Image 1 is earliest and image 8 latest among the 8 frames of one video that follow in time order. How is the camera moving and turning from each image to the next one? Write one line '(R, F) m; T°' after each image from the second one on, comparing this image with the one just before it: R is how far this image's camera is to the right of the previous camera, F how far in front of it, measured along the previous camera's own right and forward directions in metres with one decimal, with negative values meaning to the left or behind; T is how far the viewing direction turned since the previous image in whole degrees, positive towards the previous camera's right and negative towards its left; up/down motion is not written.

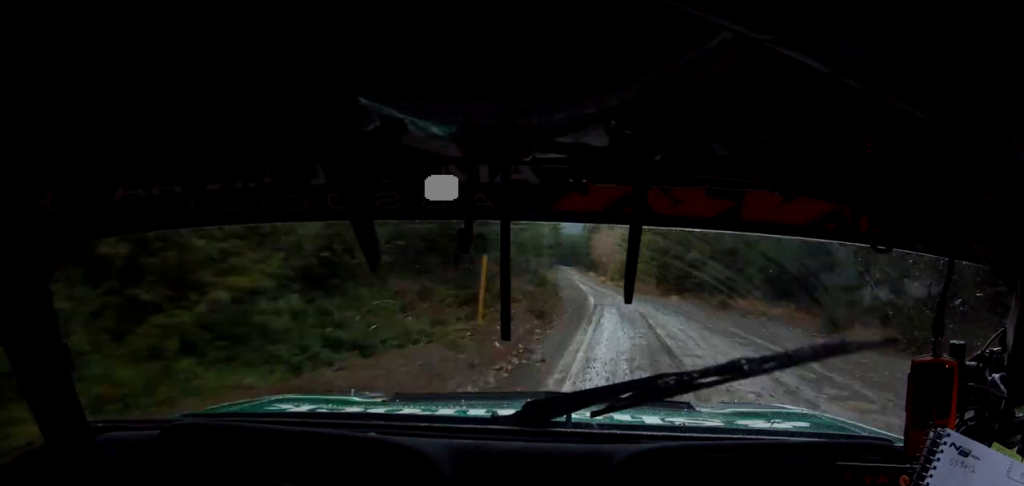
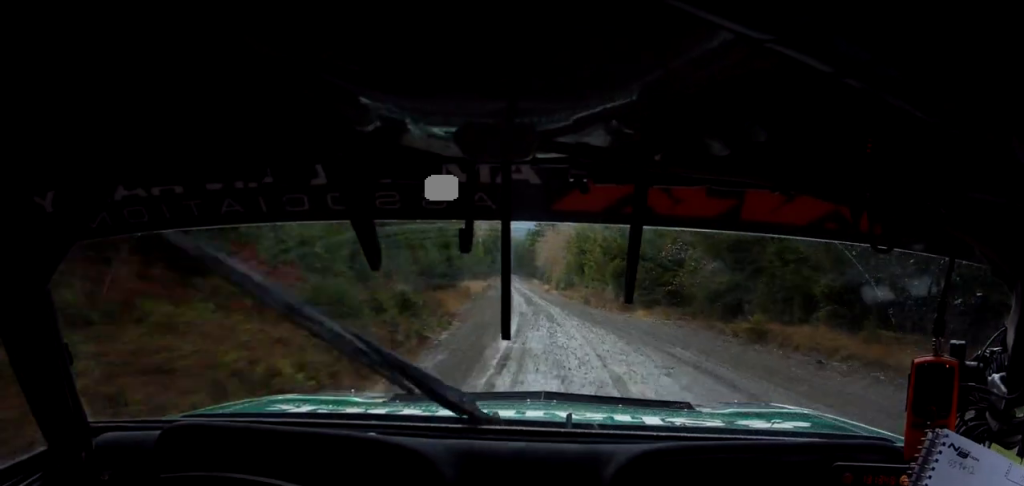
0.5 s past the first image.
(-0.4, +18.9) m; -2°
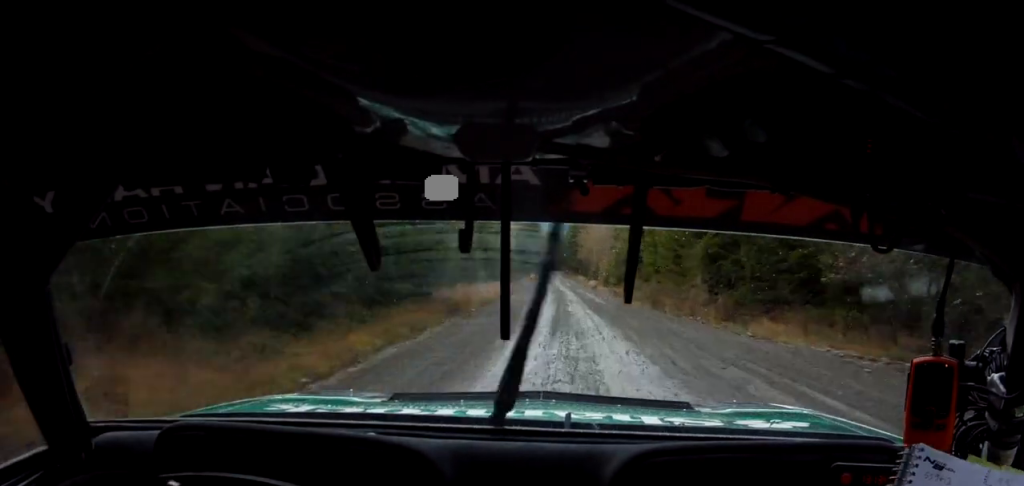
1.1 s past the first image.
(-0.4, +23.2) m; -2°
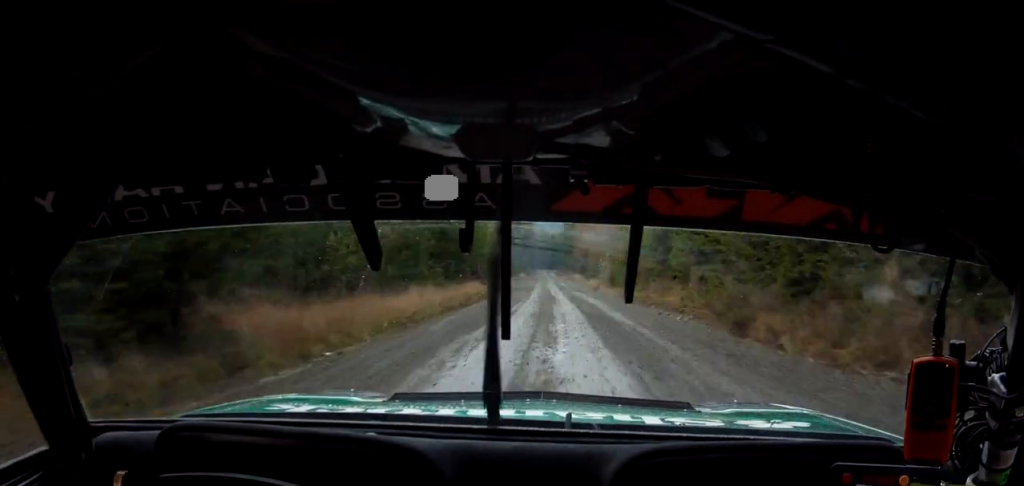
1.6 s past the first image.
(-0.3, +20.9) m; -1°
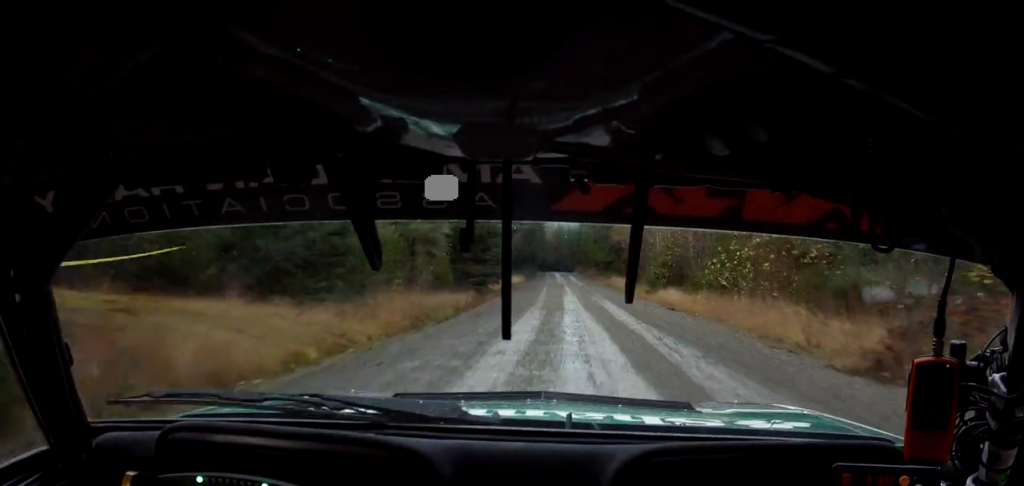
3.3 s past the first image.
(-1.5, +65.9) m; -2°
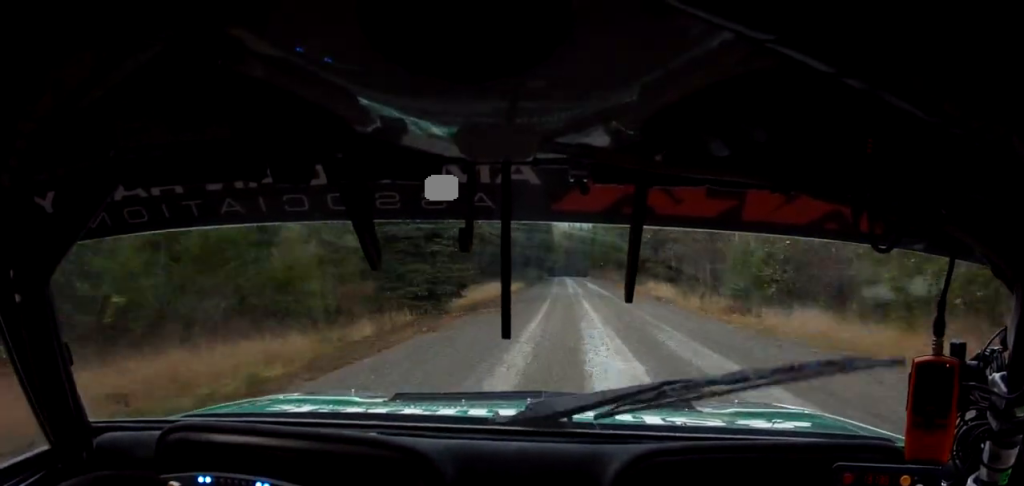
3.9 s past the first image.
(-0.1, +25.5) m; 0°
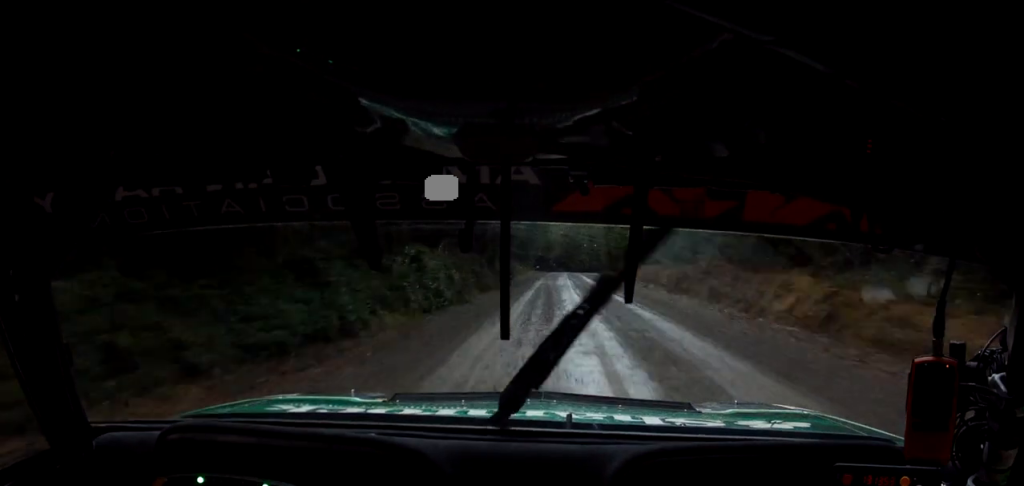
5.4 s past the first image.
(+0.6, +67.4) m; +1°
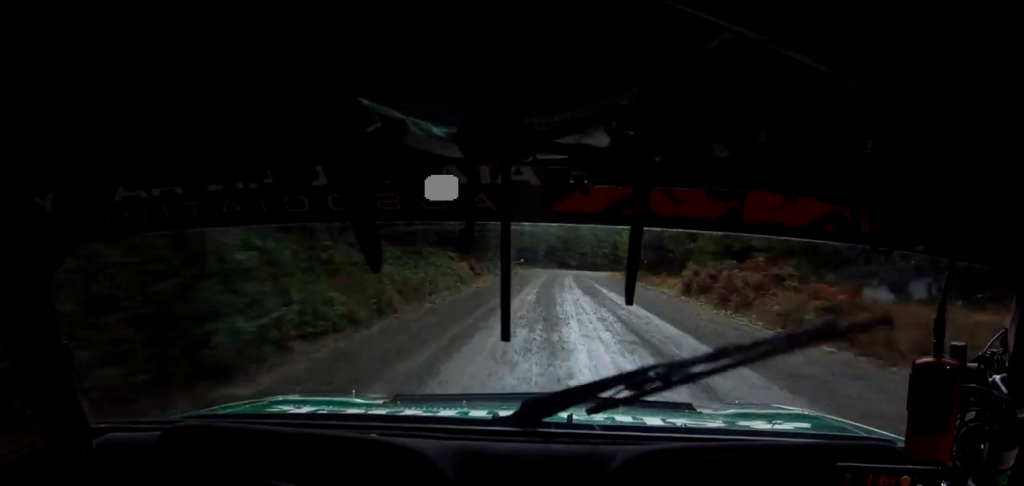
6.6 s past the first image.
(0.0, +51.6) m; 0°
